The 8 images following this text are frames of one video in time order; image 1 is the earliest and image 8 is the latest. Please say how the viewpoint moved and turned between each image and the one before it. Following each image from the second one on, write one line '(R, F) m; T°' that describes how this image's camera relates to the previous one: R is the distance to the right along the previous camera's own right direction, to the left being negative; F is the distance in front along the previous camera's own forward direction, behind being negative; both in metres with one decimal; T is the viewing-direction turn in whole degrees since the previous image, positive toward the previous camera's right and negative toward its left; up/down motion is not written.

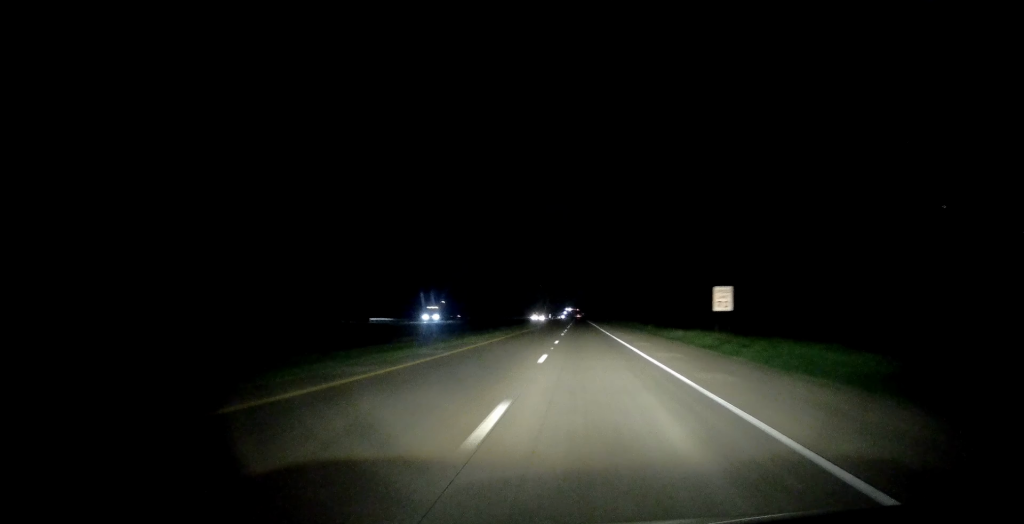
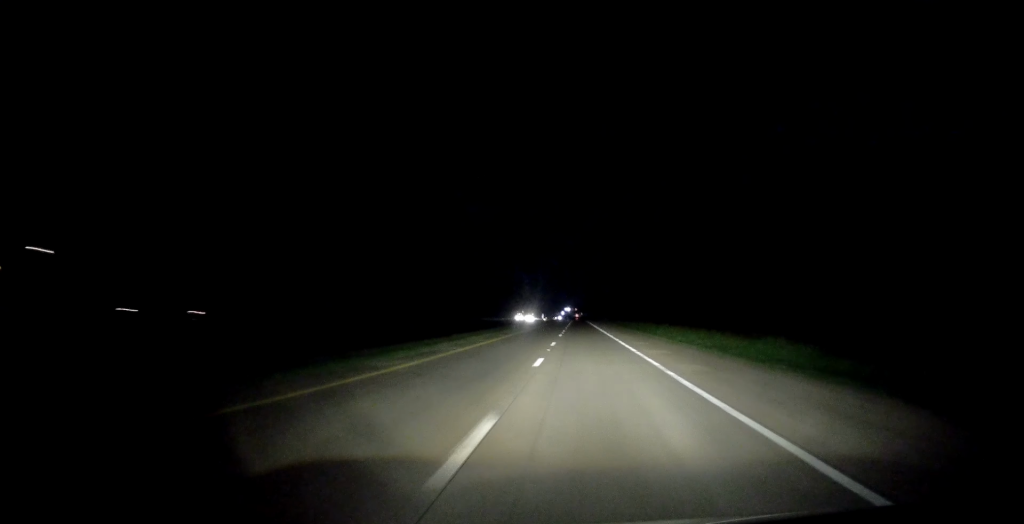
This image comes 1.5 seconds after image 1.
(+0.2, +51.4) m; 0°
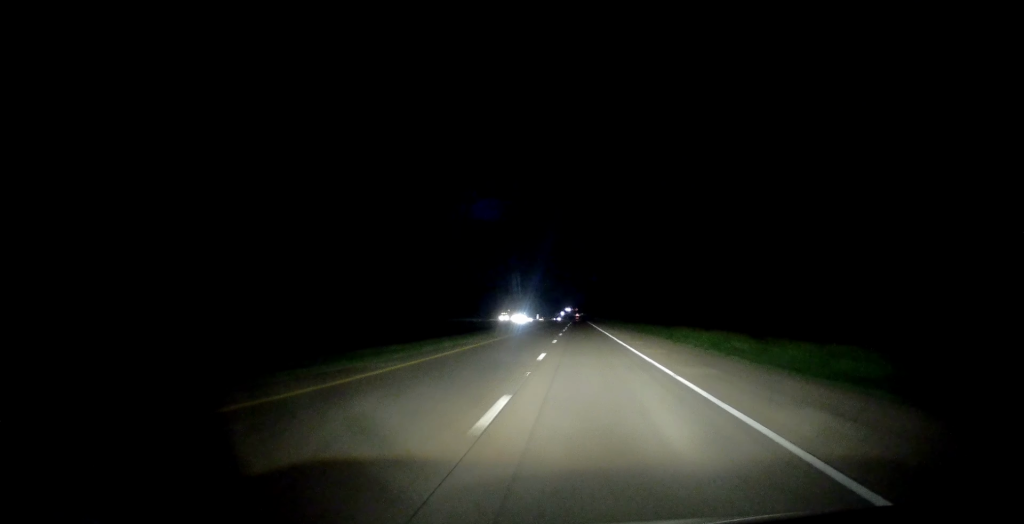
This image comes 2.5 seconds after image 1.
(0.0, +34.3) m; 0°
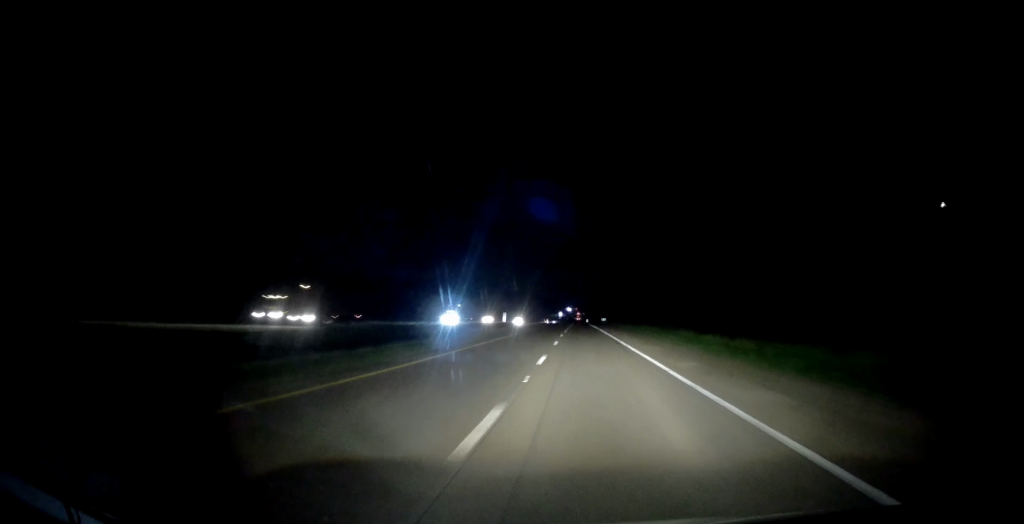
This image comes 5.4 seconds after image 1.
(-0.6, +99.3) m; 0°
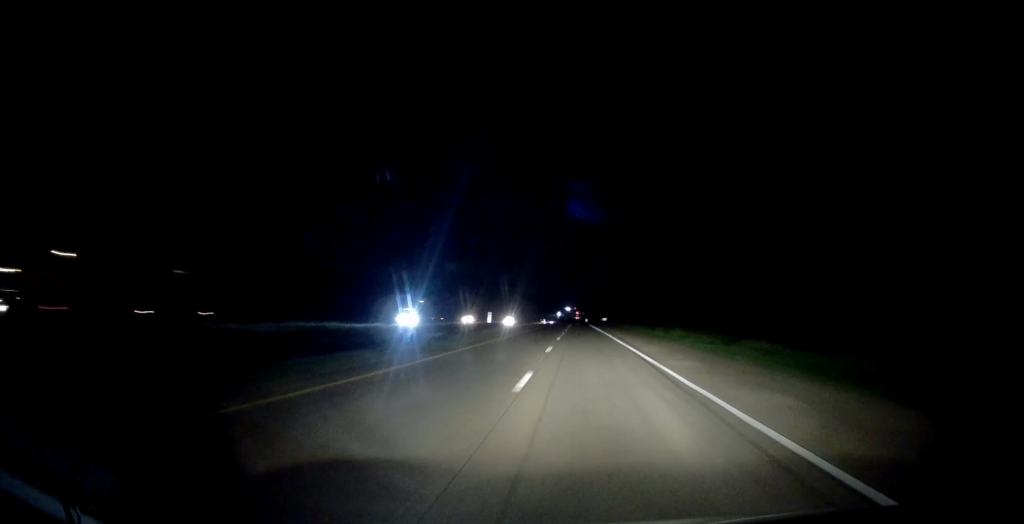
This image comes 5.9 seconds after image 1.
(0.0, +18.3) m; 0°
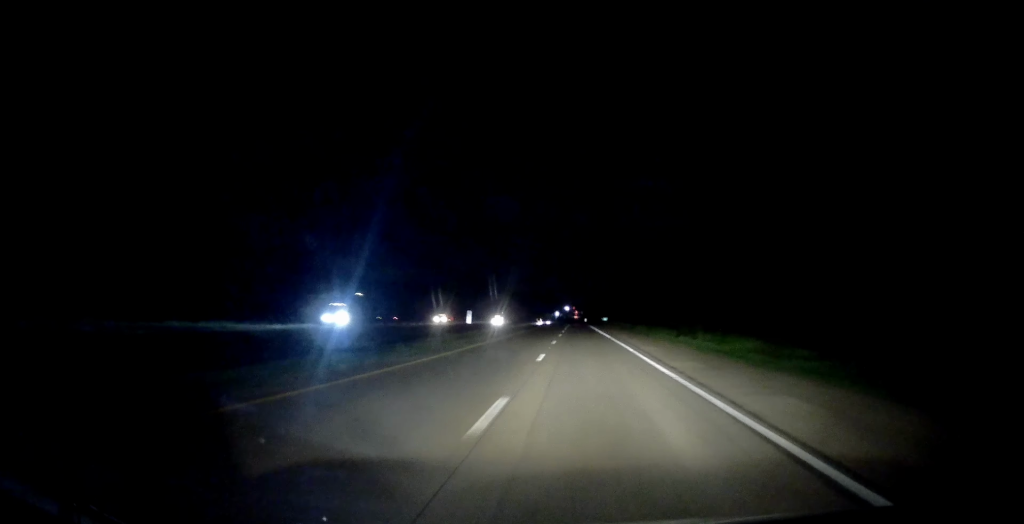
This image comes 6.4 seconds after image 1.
(0.0, +17.1) m; 0°
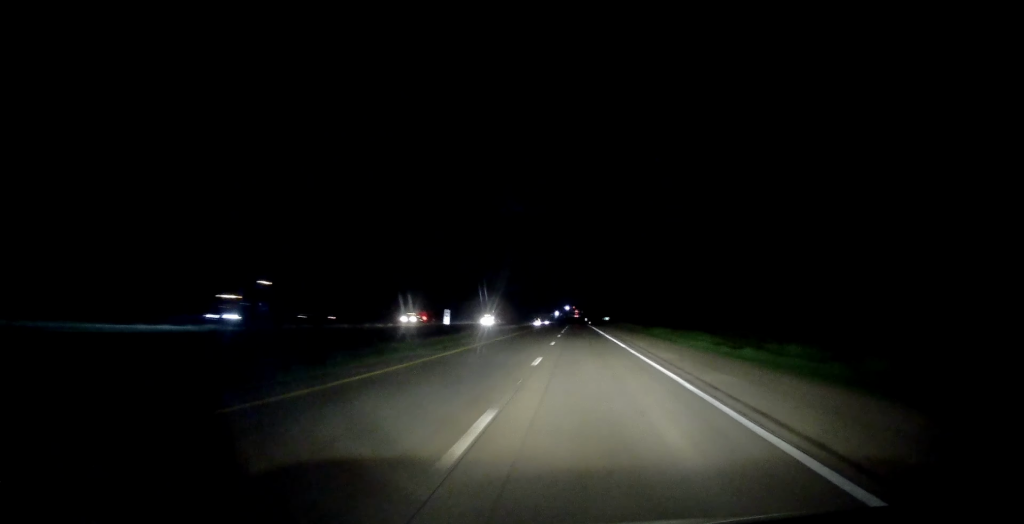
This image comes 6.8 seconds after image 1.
(-0.1, +13.7) m; 0°
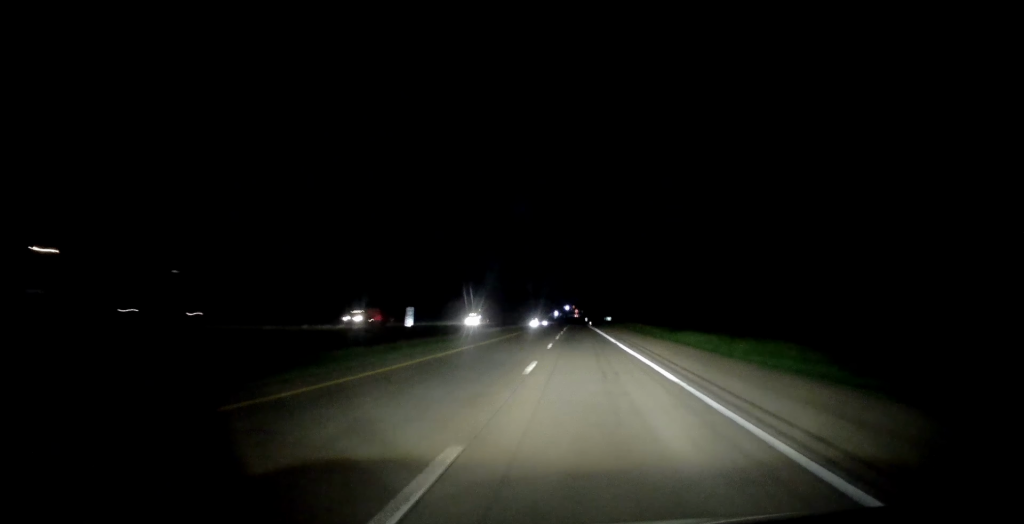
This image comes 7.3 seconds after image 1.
(0.0, +14.8) m; 0°
